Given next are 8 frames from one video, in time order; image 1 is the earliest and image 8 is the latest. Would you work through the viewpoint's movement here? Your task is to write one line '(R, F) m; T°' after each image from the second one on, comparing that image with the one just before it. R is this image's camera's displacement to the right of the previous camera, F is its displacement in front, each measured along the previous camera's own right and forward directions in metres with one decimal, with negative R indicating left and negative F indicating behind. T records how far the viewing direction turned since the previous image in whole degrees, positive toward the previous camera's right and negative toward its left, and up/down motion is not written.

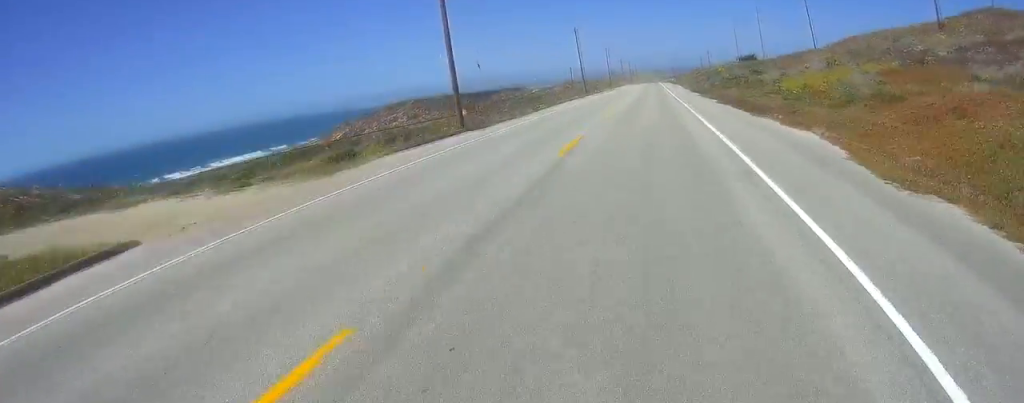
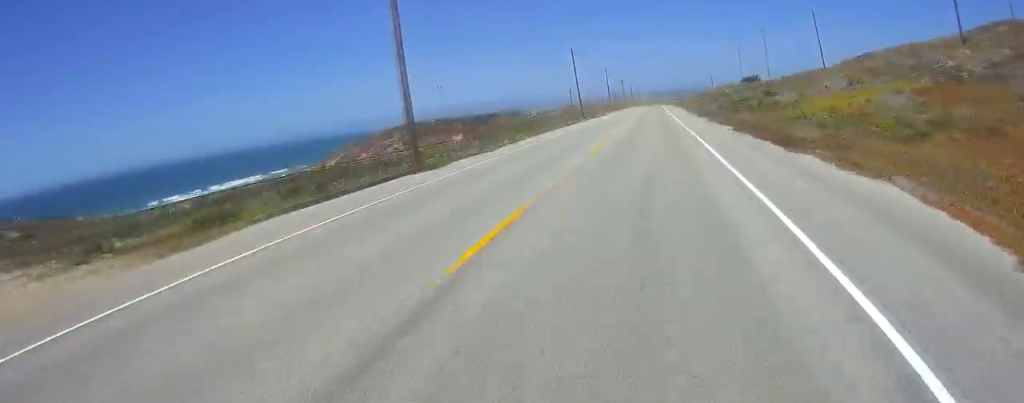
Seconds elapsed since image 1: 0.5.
(0.0, +7.7) m; 0°
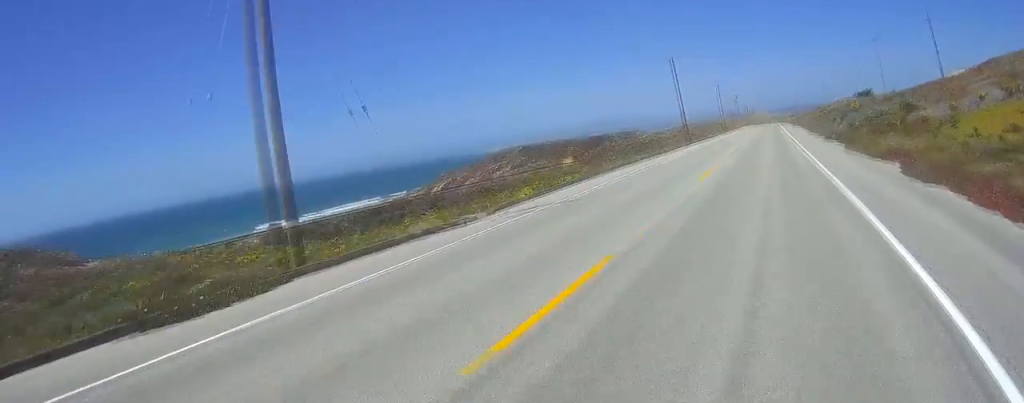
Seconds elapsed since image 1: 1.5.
(+0.1, +16.9) m; +1°
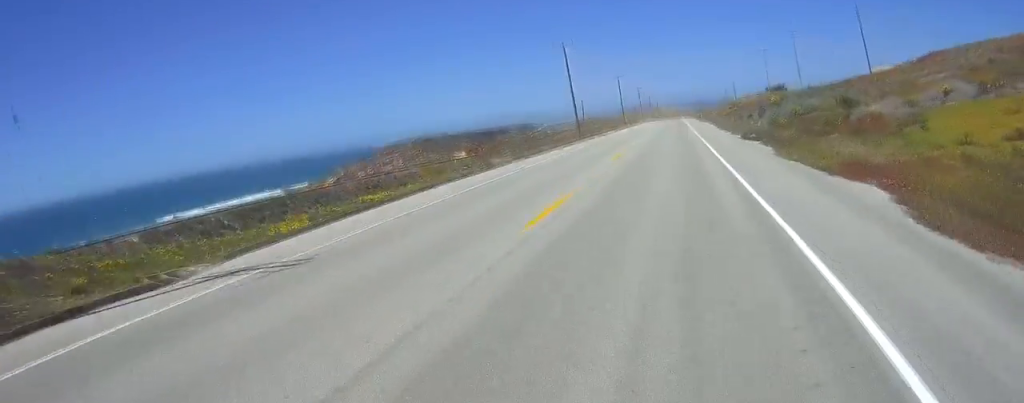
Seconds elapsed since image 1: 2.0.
(+0.1, +8.7) m; 0°
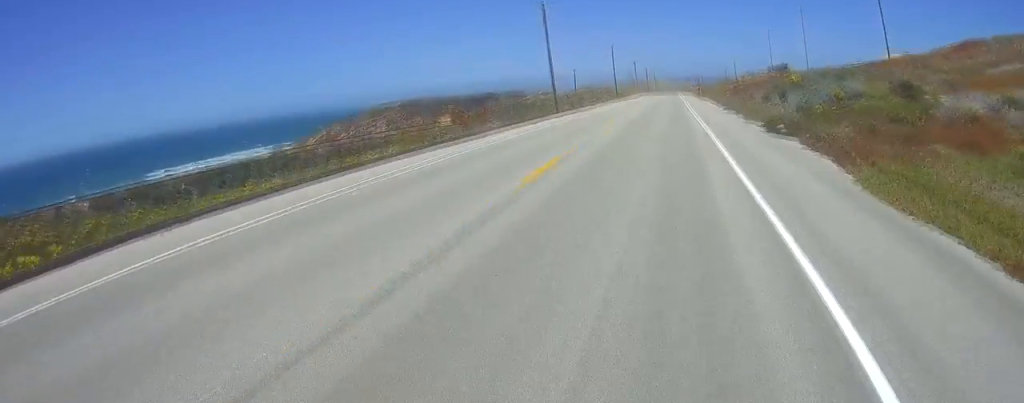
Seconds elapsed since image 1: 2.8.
(-0.1, +13.2) m; 0°
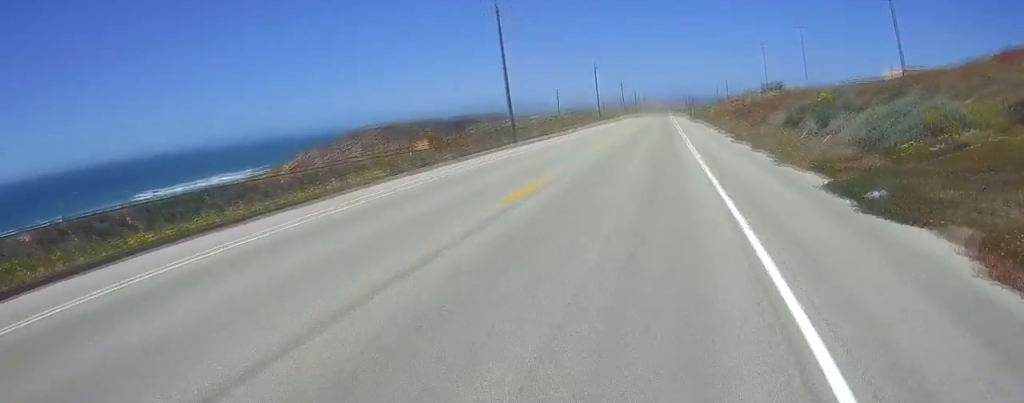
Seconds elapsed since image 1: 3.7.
(+0.1, +14.1) m; +1°
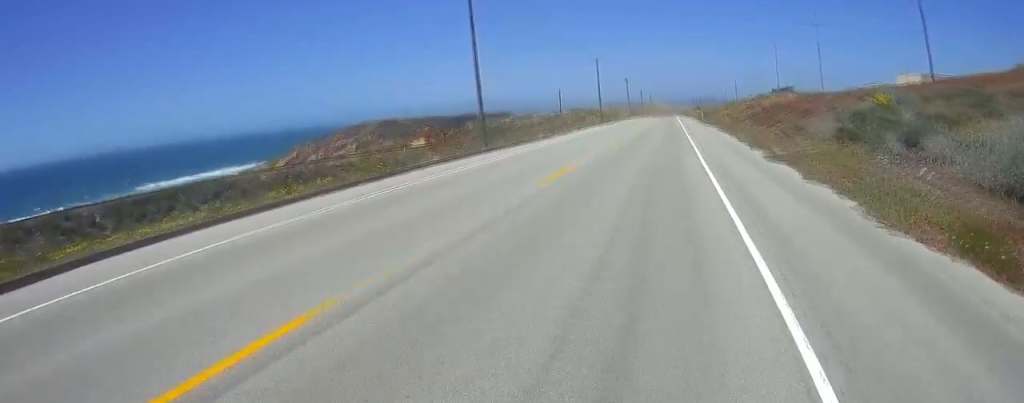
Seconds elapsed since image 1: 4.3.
(0.0, +10.1) m; 0°
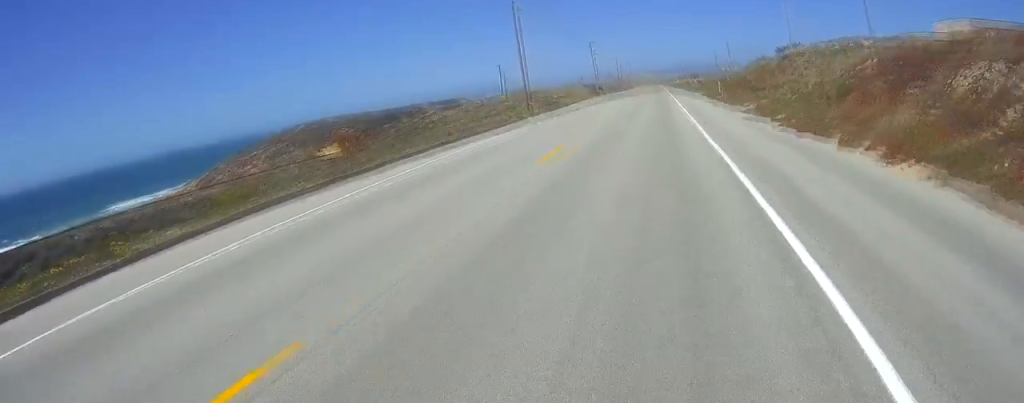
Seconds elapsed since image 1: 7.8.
(-1.6, +54.7) m; -3°
